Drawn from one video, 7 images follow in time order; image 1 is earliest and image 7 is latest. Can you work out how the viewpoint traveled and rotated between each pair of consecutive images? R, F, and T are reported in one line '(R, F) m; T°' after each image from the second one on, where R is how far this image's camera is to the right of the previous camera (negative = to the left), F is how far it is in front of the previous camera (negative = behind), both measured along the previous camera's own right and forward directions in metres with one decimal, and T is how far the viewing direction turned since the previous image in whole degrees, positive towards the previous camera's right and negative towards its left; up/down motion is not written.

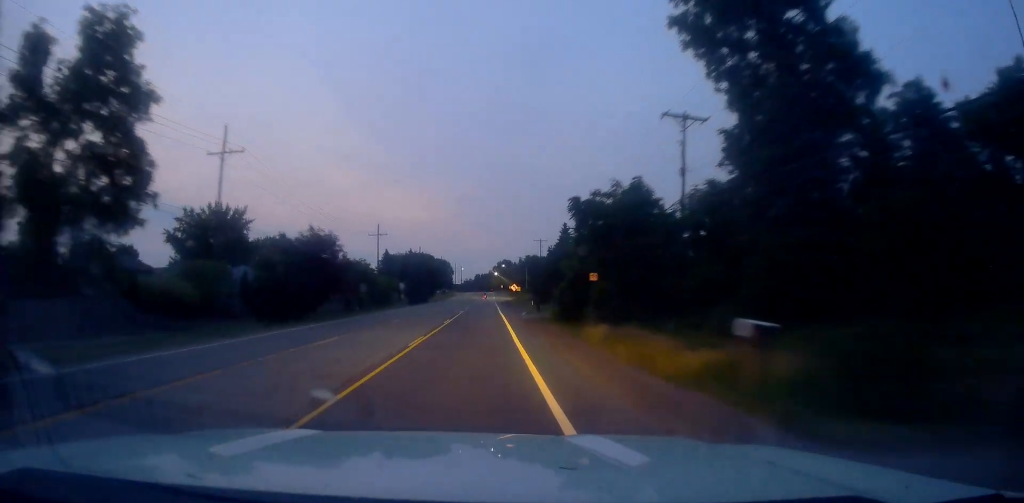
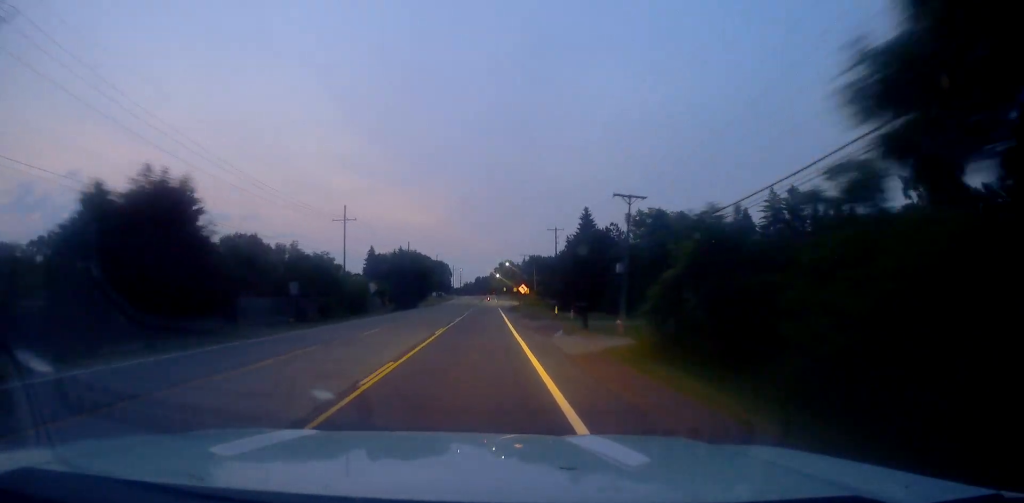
(0.0, +22.4) m; 0°
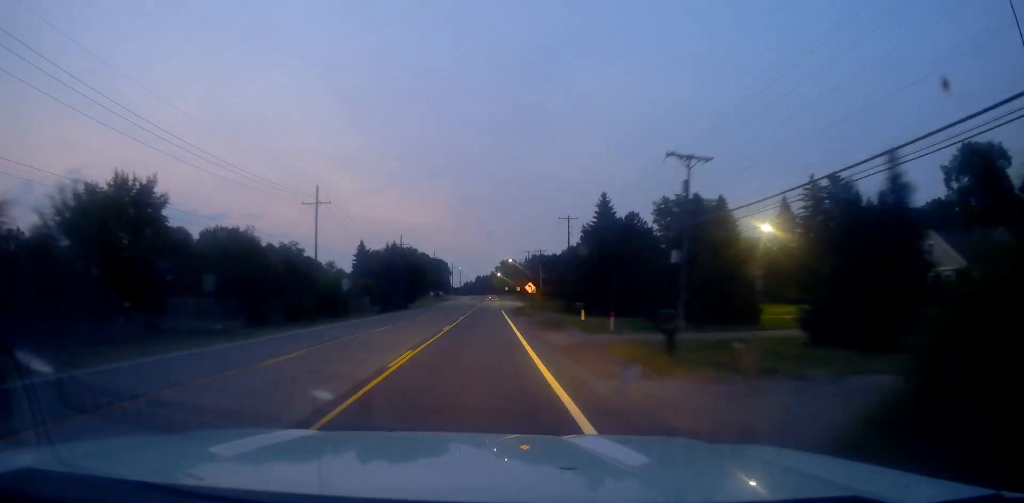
(-0.3, +12.3) m; 0°
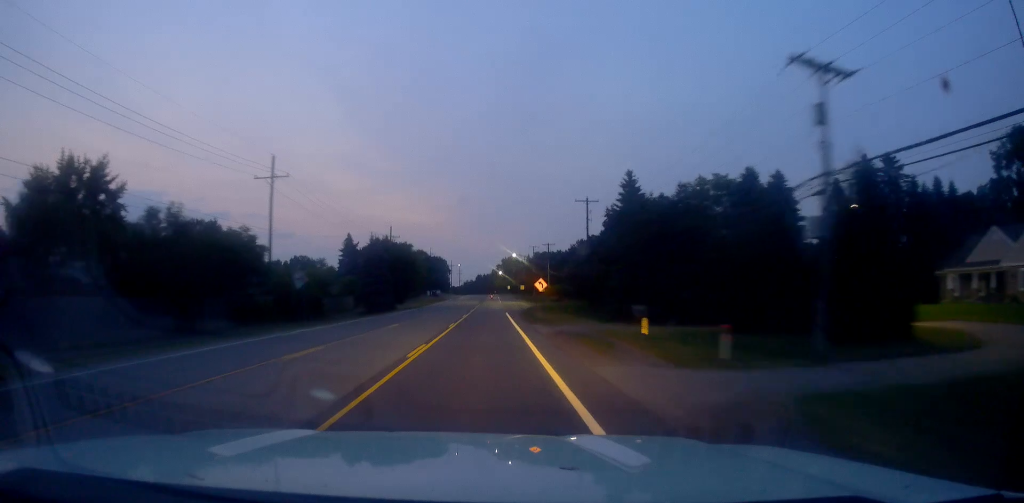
(+0.4, +13.1) m; 0°
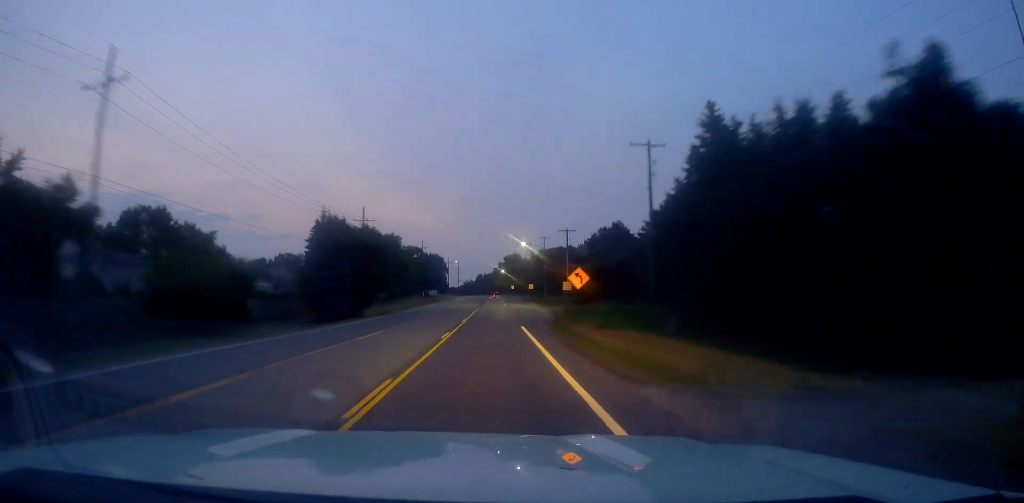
(-0.2, +23.2) m; 0°
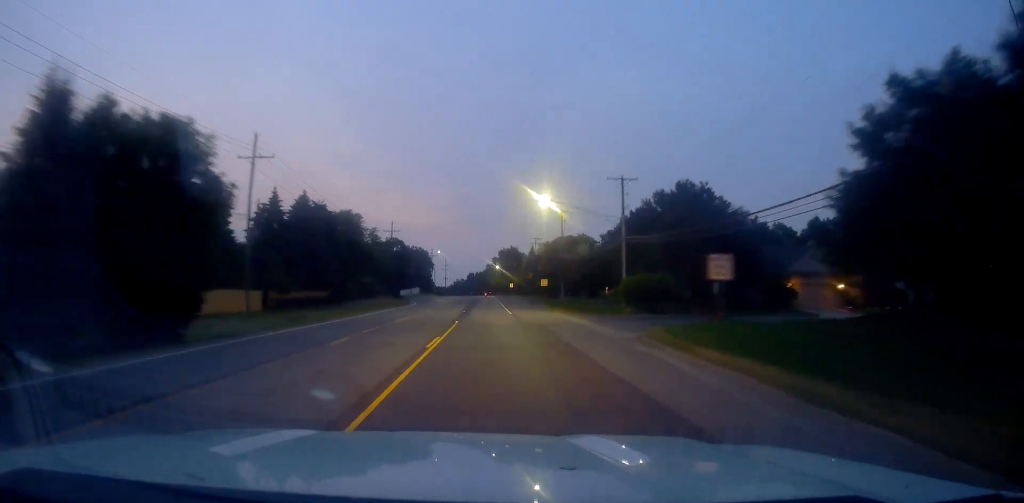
(0.0, +36.6) m; 0°
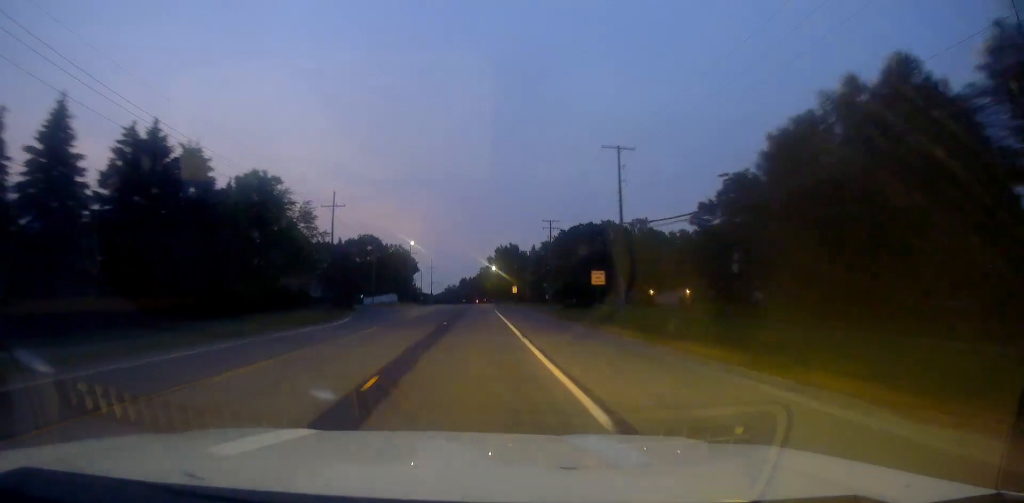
(+0.4, +37.0) m; +2°
